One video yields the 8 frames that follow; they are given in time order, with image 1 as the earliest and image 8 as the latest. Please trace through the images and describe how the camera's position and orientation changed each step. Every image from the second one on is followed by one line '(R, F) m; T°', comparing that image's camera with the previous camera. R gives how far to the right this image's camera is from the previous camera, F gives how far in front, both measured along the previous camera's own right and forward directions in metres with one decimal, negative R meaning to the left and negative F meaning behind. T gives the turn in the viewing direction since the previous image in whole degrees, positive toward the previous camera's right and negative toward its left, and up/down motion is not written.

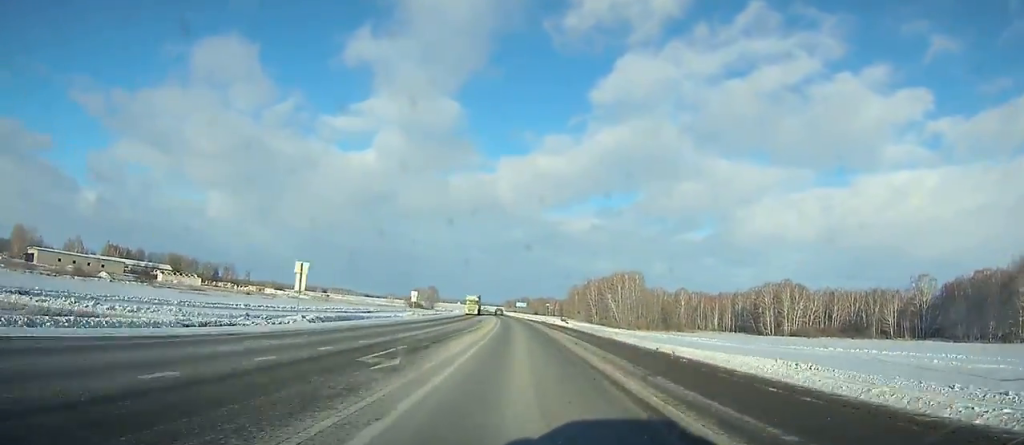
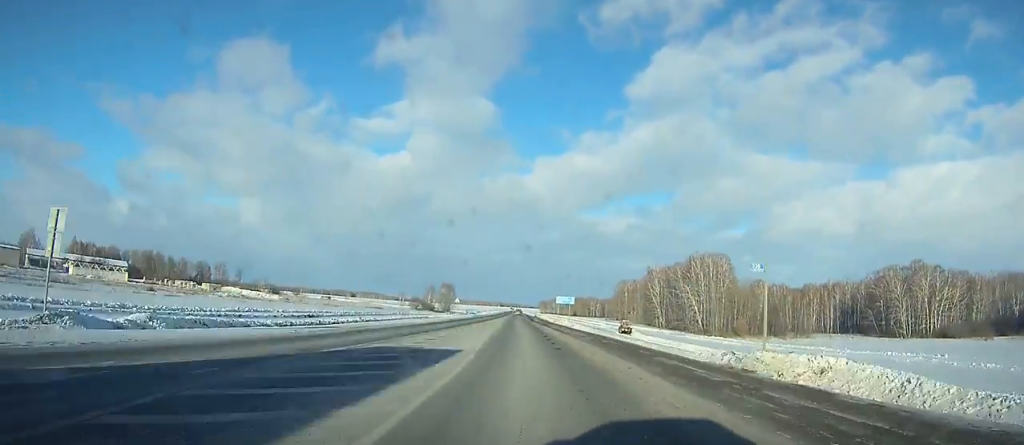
(-2.0, +70.5) m; -3°
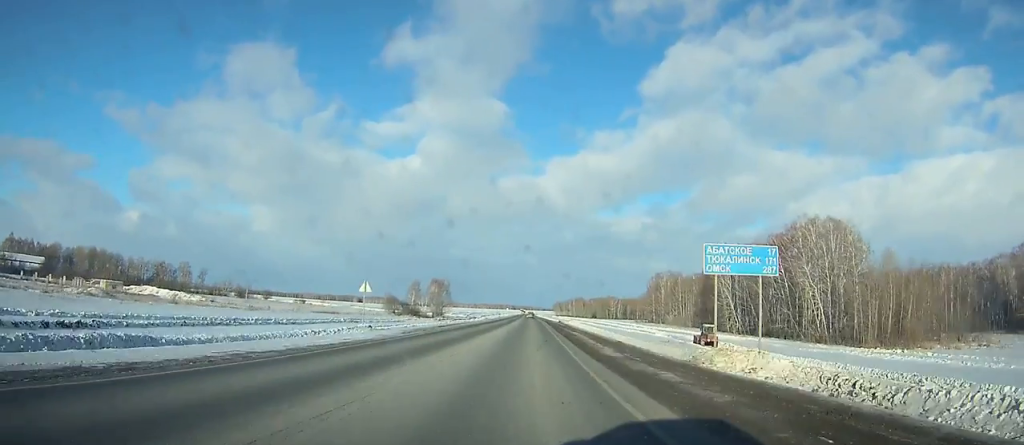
(-1.2, +63.8) m; -1°
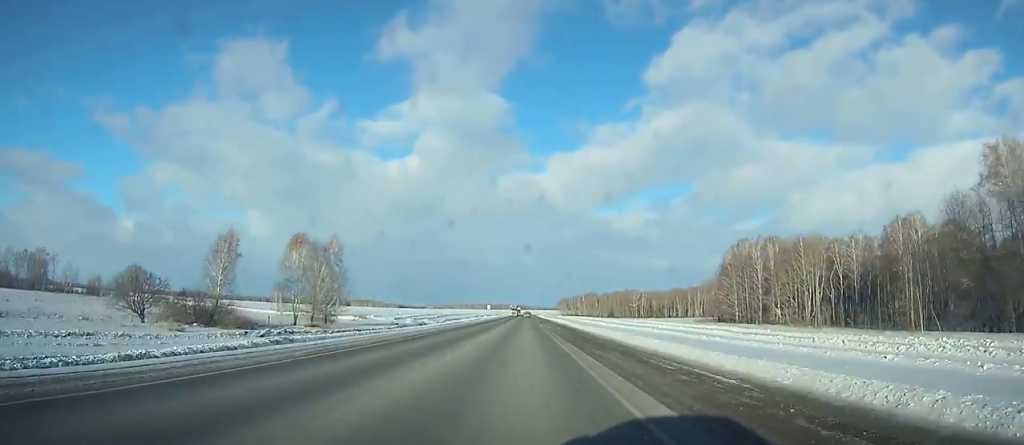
(-1.0, +123.0) m; -1°
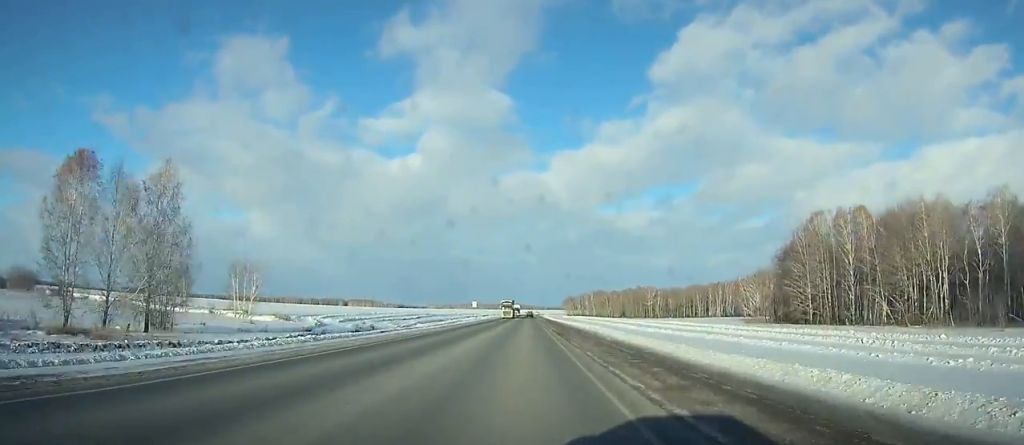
(-0.1, +47.7) m; 0°
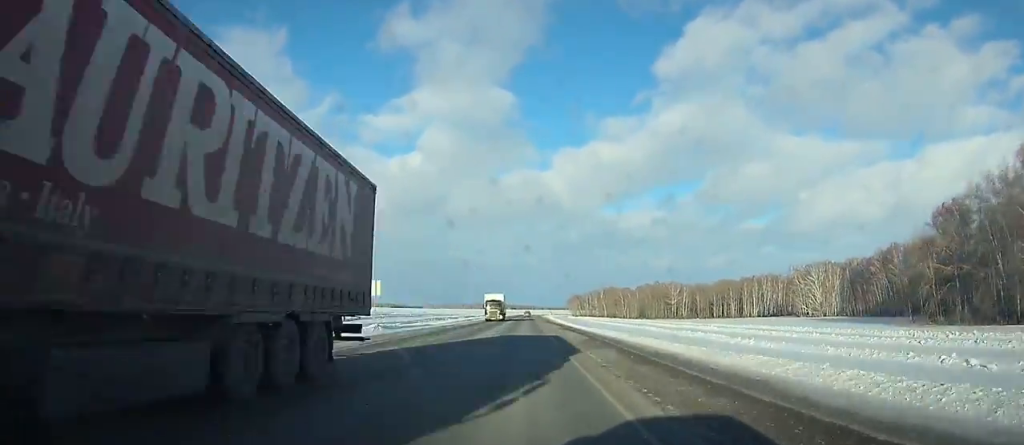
(-0.2, +71.3) m; 0°
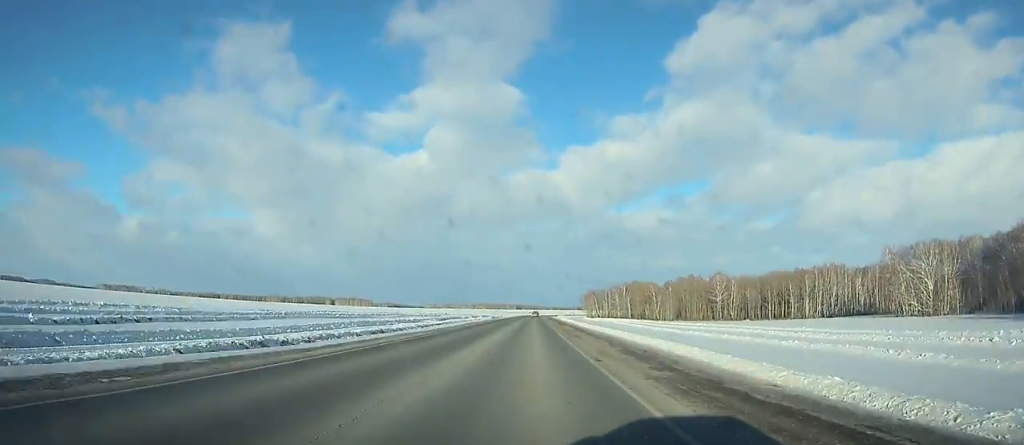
(-0.2, +72.6) m; 0°
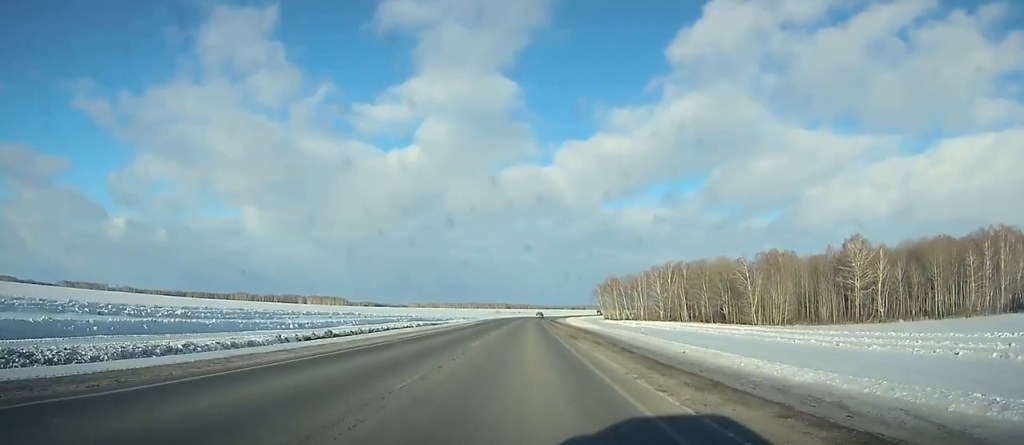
(+0.8, +127.4) m; +1°
